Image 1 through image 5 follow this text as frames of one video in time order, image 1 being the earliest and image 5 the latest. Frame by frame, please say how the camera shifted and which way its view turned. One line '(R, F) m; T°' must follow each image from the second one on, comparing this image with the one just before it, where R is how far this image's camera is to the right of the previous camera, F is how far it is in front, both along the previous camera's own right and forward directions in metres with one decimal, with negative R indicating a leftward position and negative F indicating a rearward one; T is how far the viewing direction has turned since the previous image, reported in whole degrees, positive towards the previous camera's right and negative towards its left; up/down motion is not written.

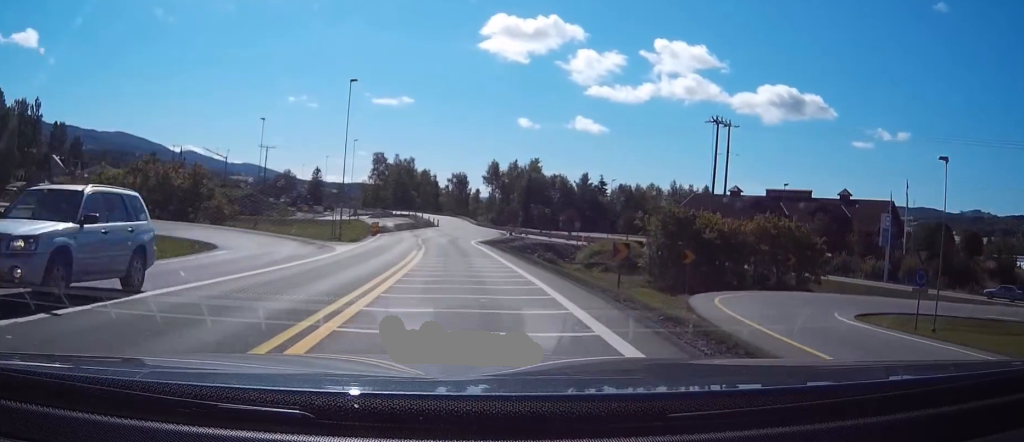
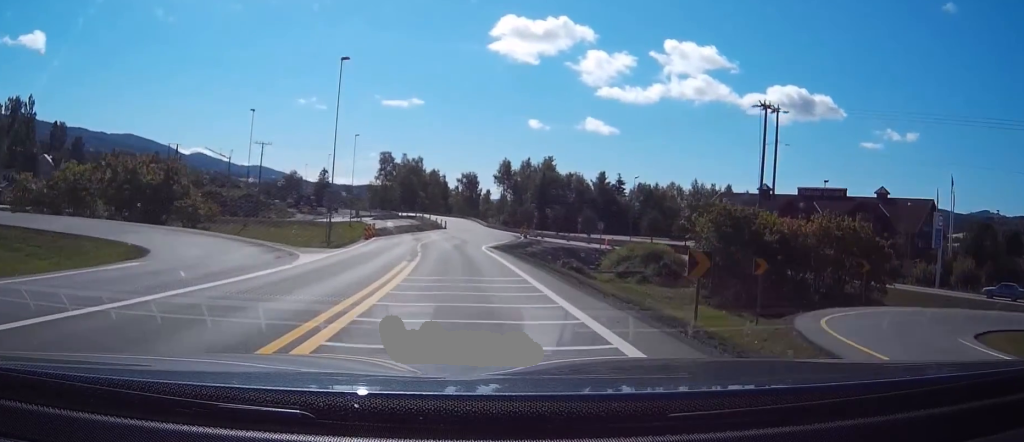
(-0.1, +8.8) m; -1°
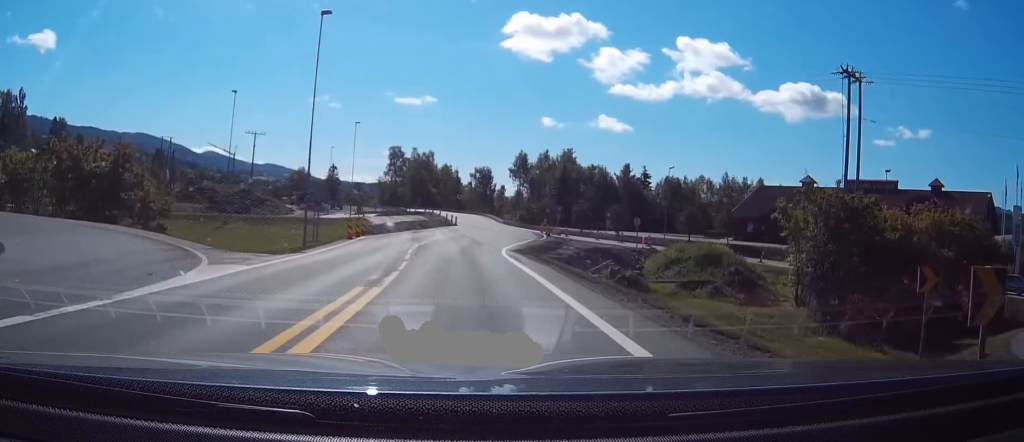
(-0.1, +11.6) m; 0°
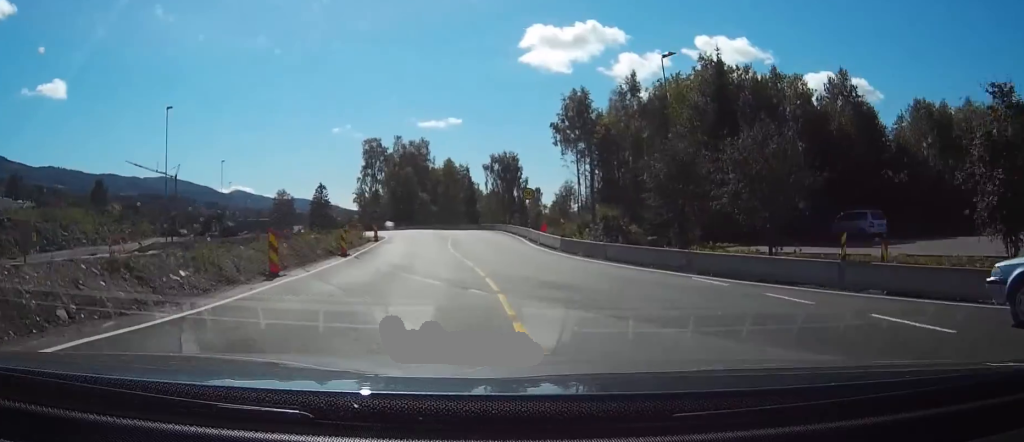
(+0.3, +83.0) m; -4°
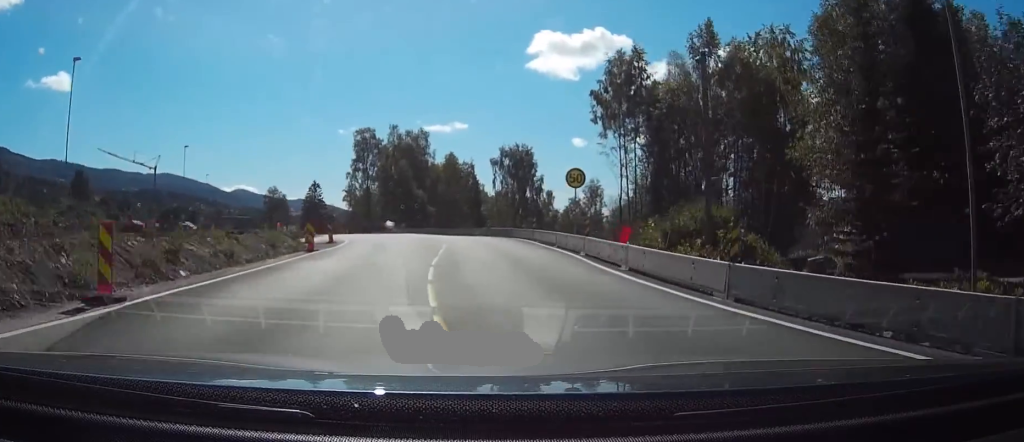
(-0.2, +19.8) m; 0°
